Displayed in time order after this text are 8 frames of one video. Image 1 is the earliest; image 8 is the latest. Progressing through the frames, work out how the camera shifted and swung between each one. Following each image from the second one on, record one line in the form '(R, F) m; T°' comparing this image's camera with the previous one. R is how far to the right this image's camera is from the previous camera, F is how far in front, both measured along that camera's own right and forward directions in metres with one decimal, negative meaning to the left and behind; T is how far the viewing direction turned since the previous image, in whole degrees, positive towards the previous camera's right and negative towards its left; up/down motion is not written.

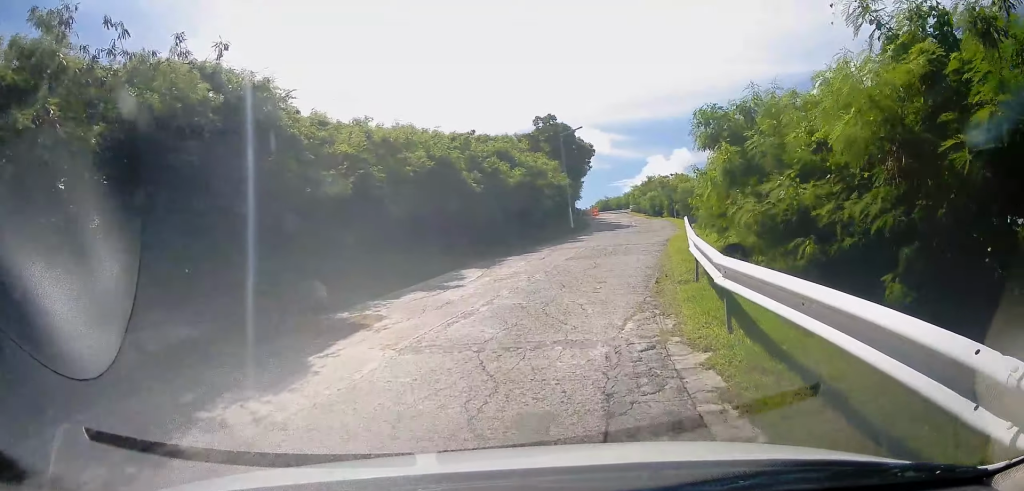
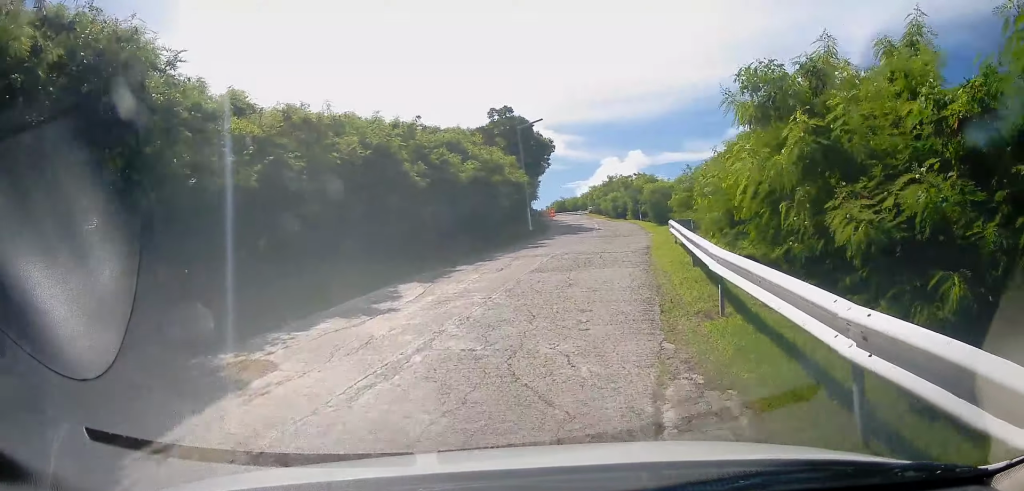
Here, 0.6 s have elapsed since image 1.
(-0.1, +3.0) m; +6°
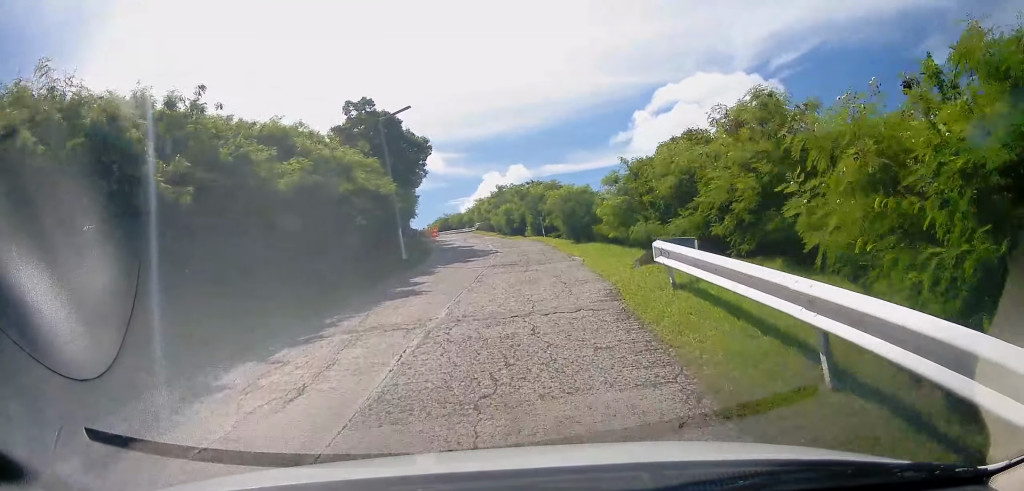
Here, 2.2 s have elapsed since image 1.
(+1.1, +7.7) m; +12°
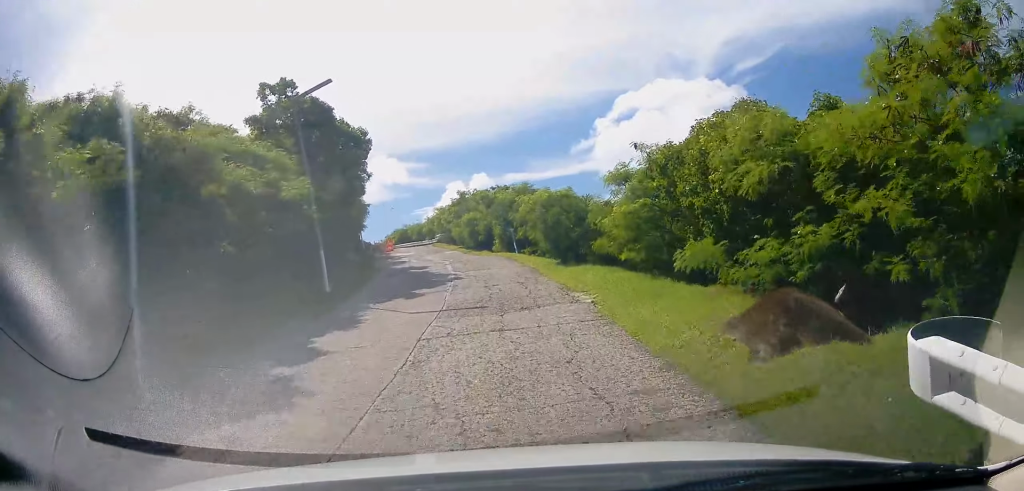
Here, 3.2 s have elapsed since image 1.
(+0.2, +6.0) m; +5°
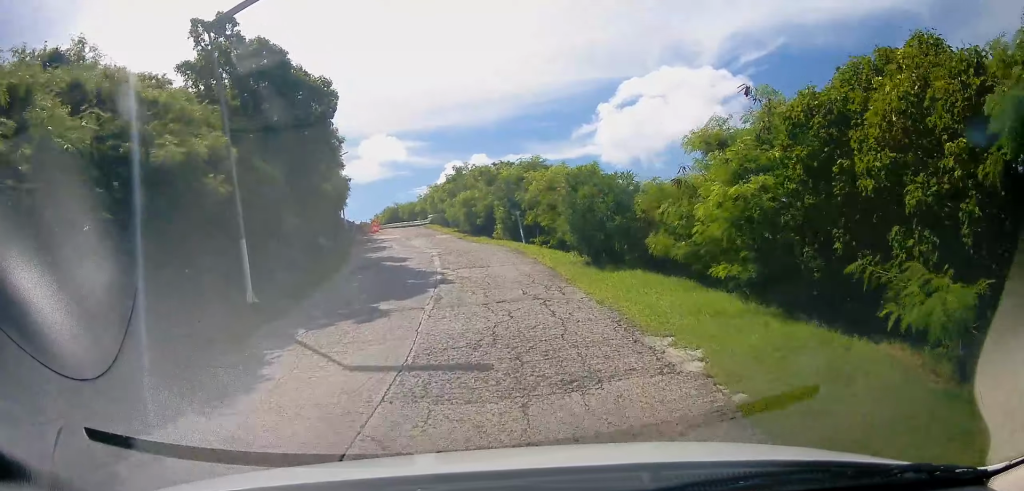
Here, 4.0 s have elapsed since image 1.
(+0.3, +5.0) m; +1°
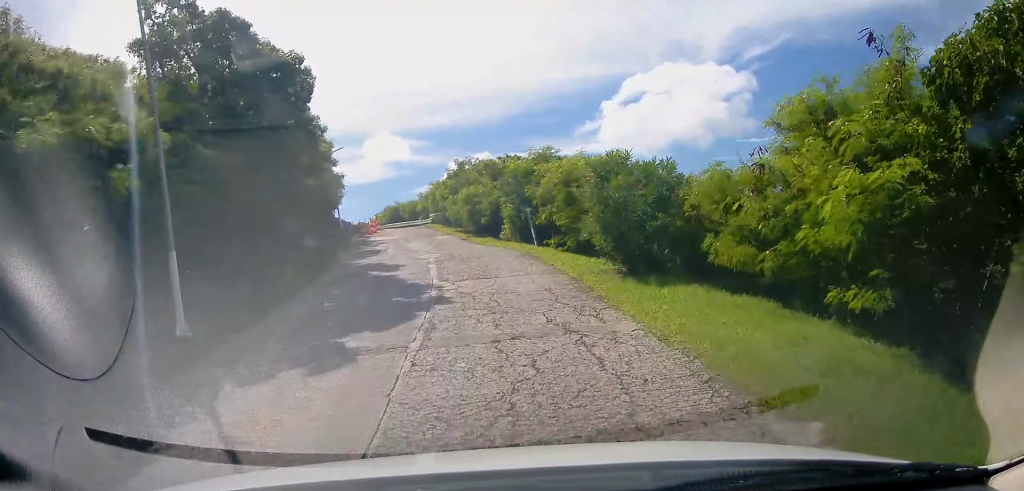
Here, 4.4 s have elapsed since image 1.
(0.0, +2.7) m; -2°
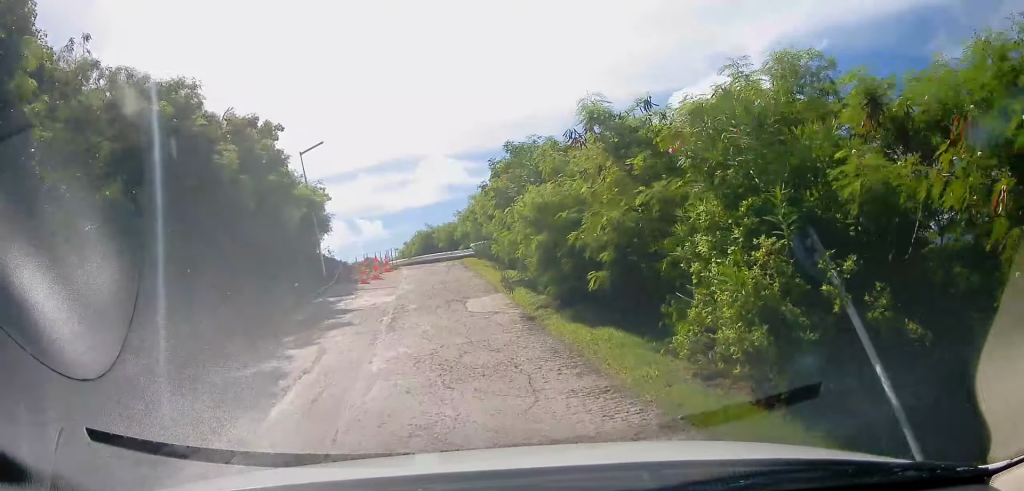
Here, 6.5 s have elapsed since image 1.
(-0.8, +14.4) m; -7°
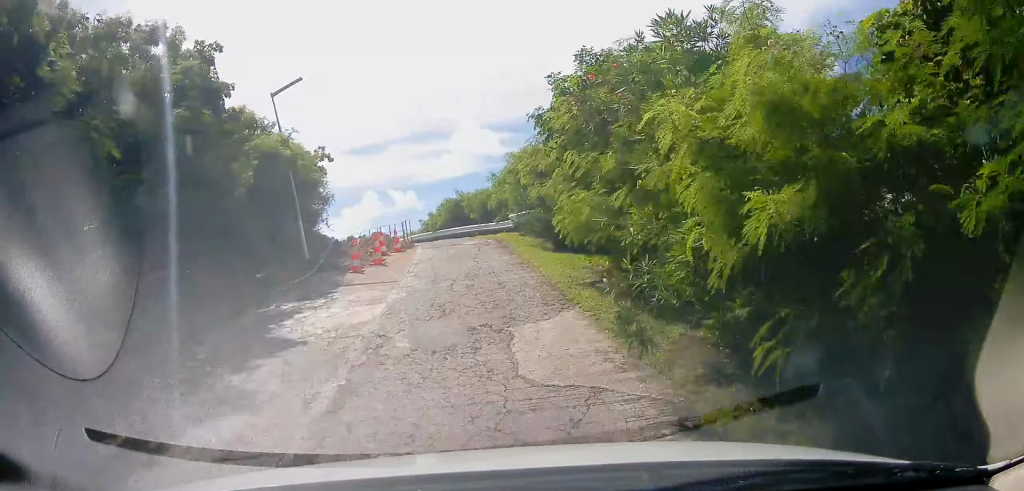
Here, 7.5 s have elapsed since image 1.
(-0.4, +6.2) m; -4°
